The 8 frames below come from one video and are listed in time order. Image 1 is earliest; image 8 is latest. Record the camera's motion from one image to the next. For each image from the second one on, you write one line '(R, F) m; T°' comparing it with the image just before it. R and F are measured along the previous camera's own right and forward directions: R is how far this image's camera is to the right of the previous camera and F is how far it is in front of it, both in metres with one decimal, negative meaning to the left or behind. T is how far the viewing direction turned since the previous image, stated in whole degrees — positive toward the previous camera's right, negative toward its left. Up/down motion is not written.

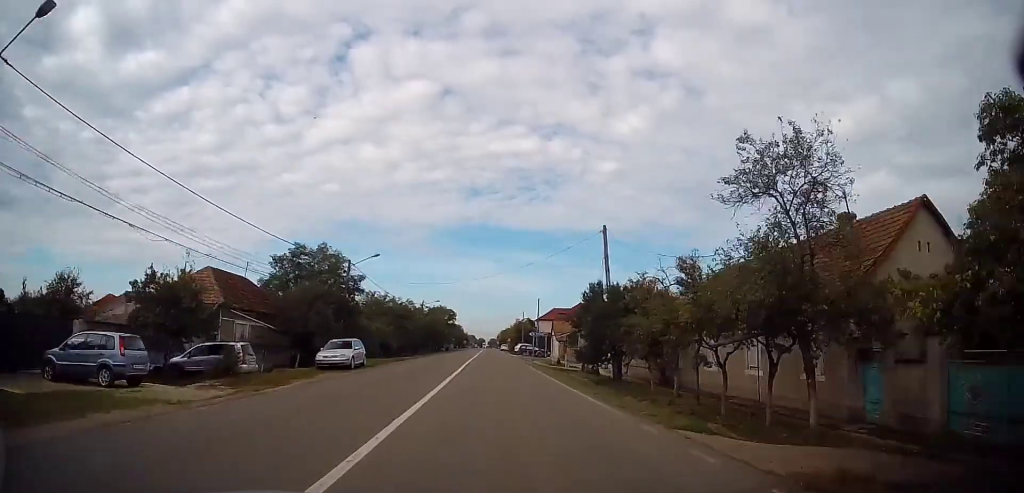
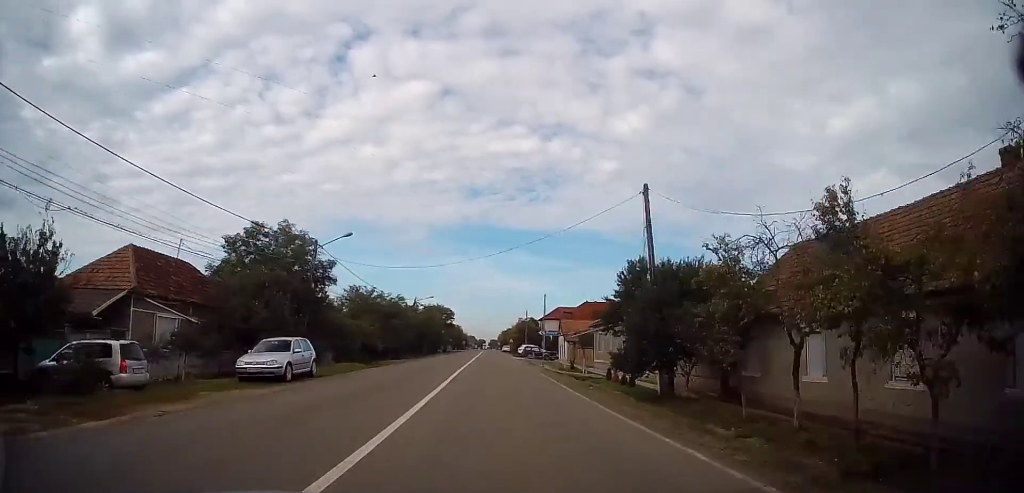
(+0.1, +8.1) m; 0°
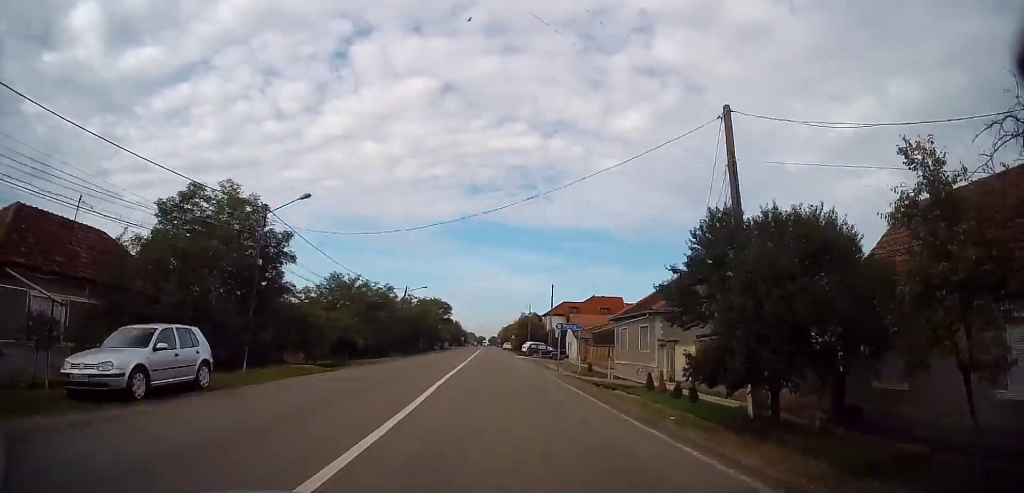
(0.0, +7.8) m; -1°
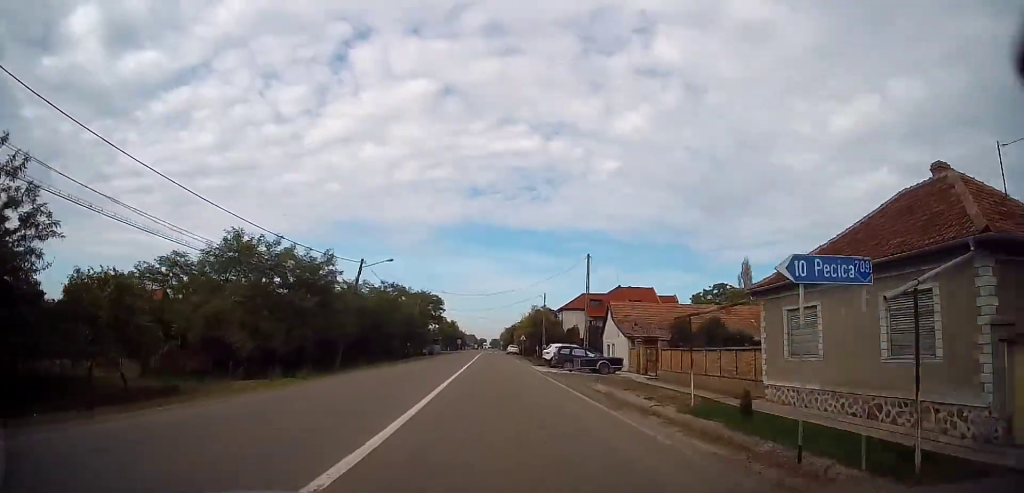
(-0.4, +21.7) m; -1°
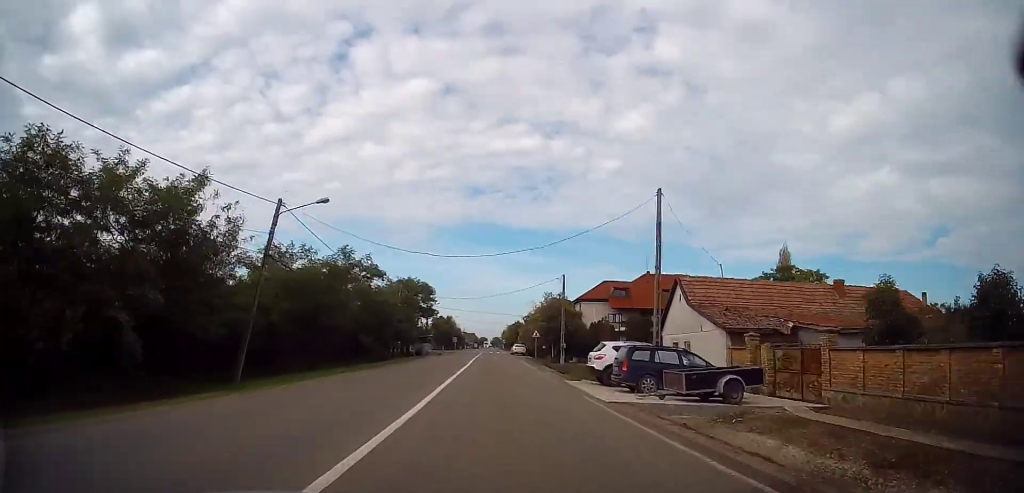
(+0.3, +16.2) m; +1°
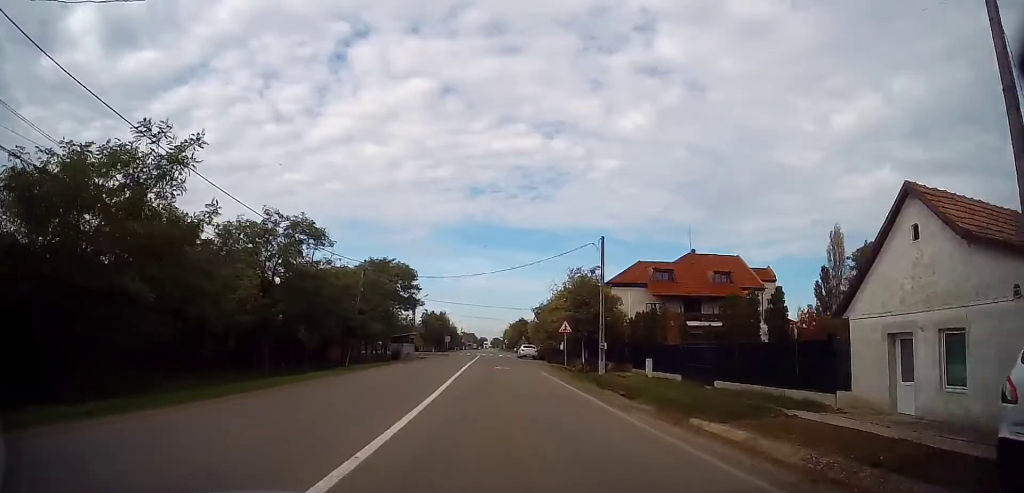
(0.0, +17.2) m; -1°
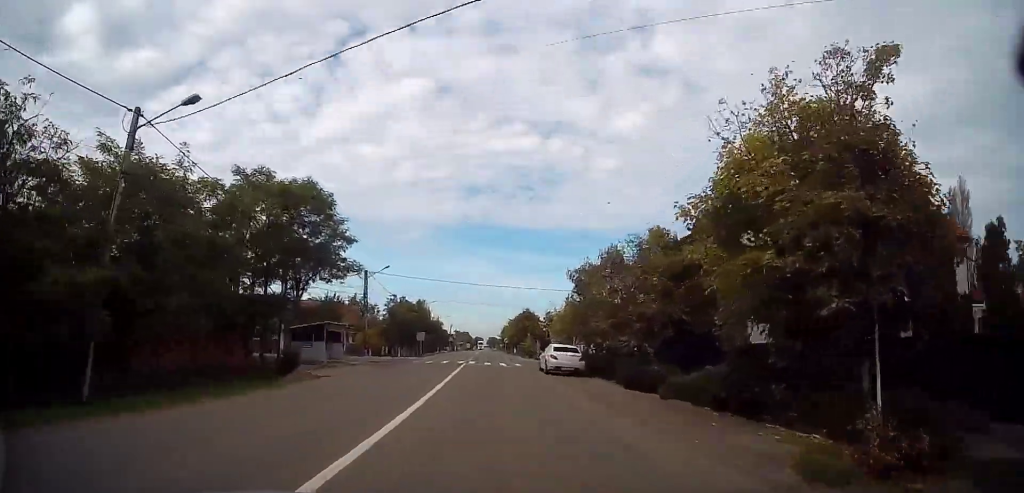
(-0.2, +28.7) m; 0°
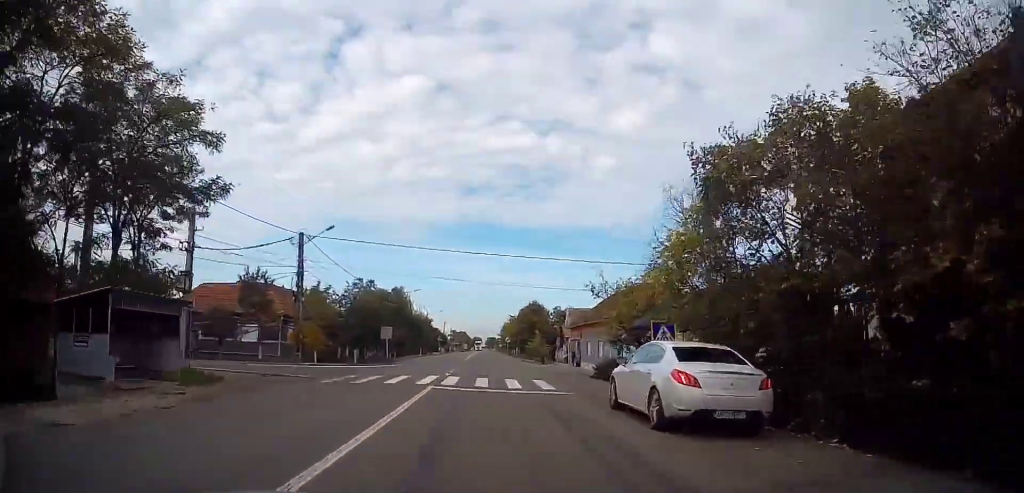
(-0.1, +17.9) m; 0°
